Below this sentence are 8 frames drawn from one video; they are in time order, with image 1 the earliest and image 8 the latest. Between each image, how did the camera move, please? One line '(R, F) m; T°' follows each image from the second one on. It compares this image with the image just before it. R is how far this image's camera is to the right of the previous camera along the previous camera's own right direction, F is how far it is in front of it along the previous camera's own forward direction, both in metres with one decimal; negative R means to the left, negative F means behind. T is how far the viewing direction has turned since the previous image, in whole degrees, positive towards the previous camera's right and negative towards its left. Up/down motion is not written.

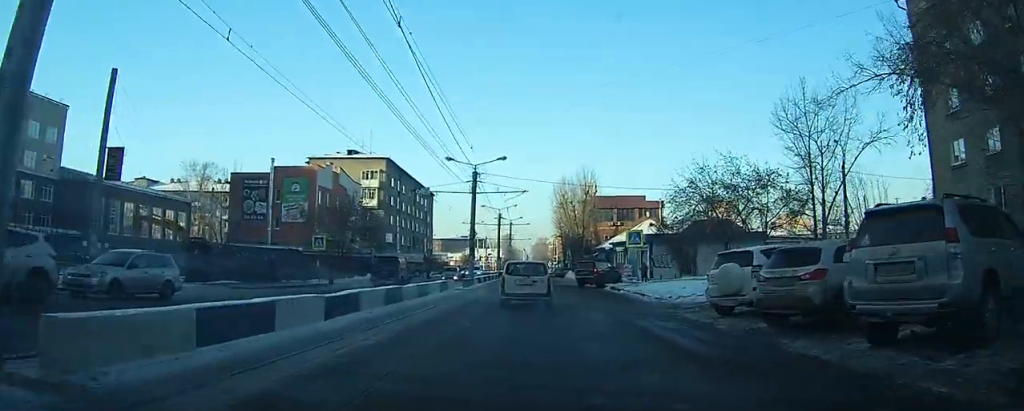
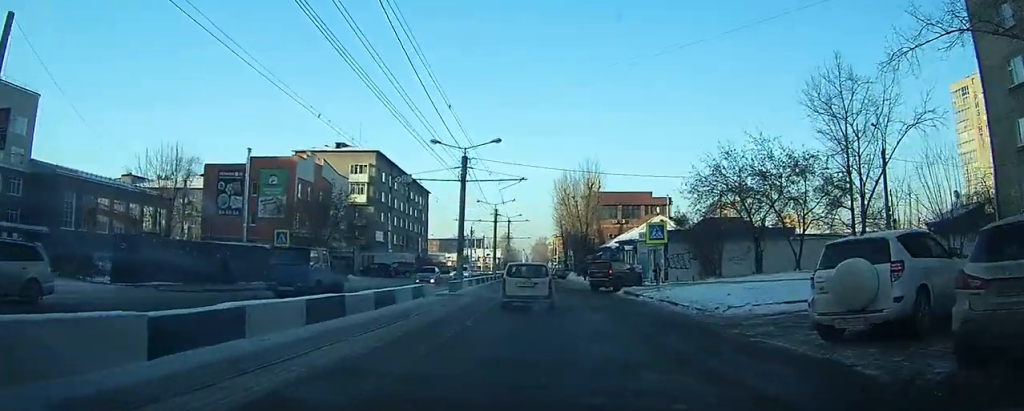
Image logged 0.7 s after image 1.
(0.0, +5.9) m; 0°
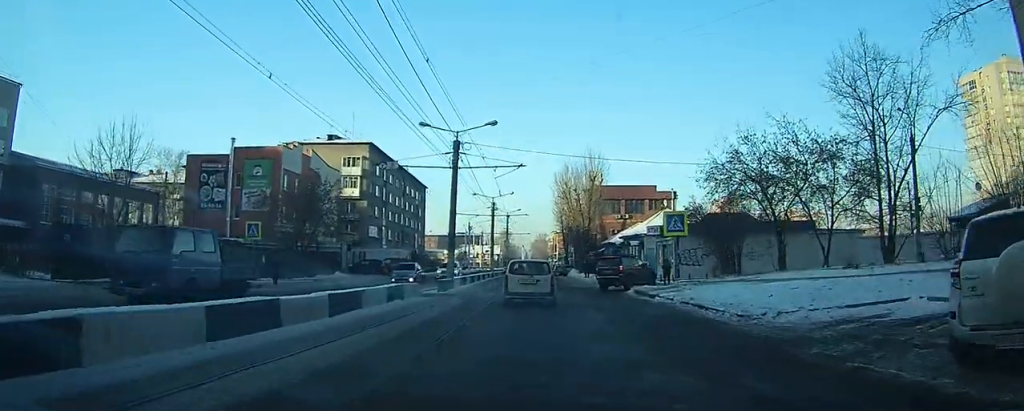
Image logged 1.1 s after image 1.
(0.0, +3.6) m; 0°
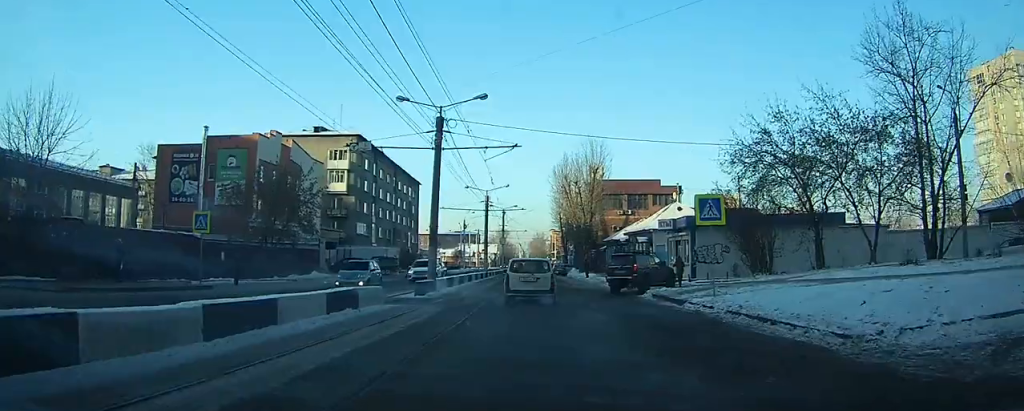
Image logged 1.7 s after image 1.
(+0.1, +4.8) m; 0°
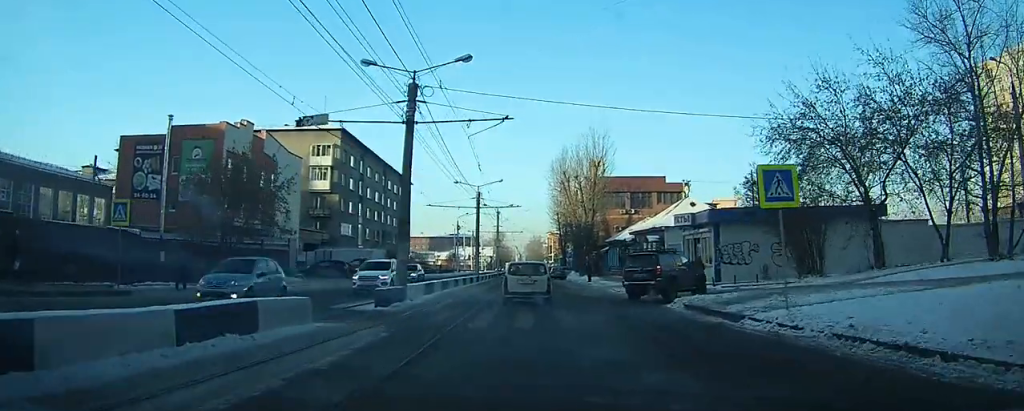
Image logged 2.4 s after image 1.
(0.0, +5.3) m; 0°
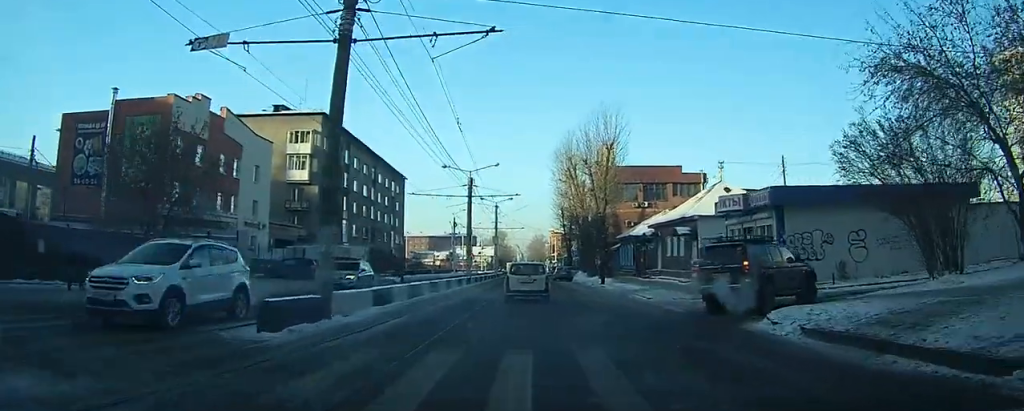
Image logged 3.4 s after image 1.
(0.0, +7.5) m; -1°
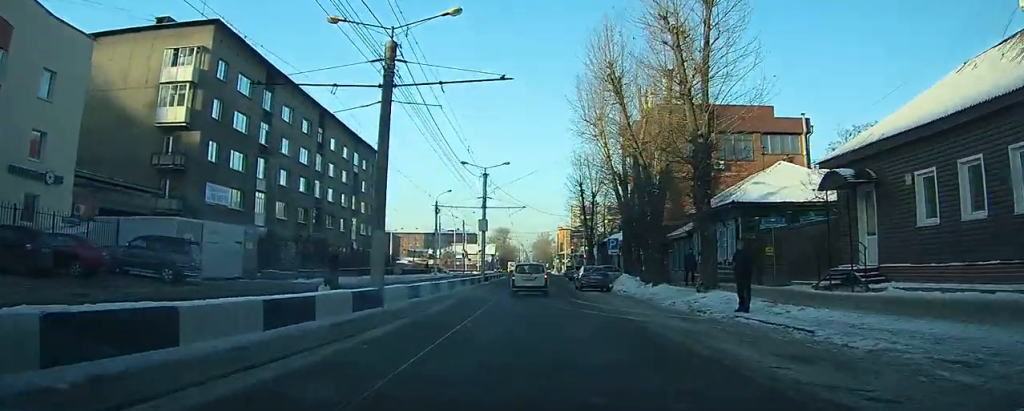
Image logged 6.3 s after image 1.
(-0.7, +24.0) m; +4°
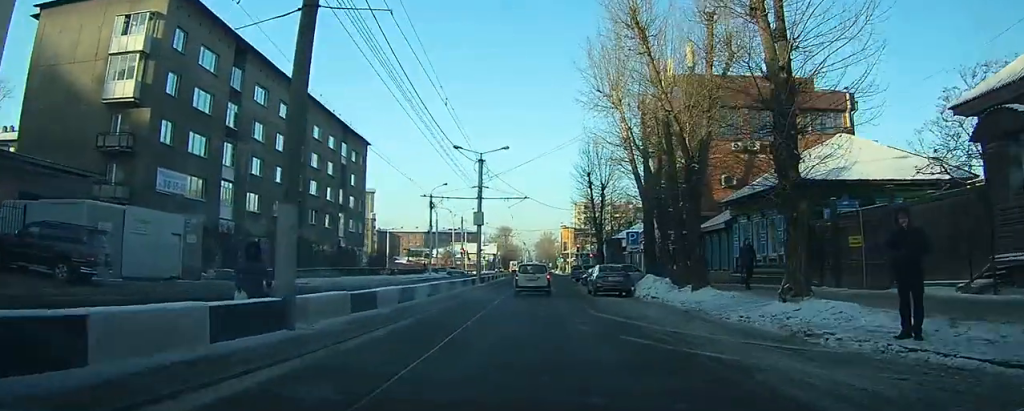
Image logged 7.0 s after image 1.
(+0.5, +7.0) m; +1°
